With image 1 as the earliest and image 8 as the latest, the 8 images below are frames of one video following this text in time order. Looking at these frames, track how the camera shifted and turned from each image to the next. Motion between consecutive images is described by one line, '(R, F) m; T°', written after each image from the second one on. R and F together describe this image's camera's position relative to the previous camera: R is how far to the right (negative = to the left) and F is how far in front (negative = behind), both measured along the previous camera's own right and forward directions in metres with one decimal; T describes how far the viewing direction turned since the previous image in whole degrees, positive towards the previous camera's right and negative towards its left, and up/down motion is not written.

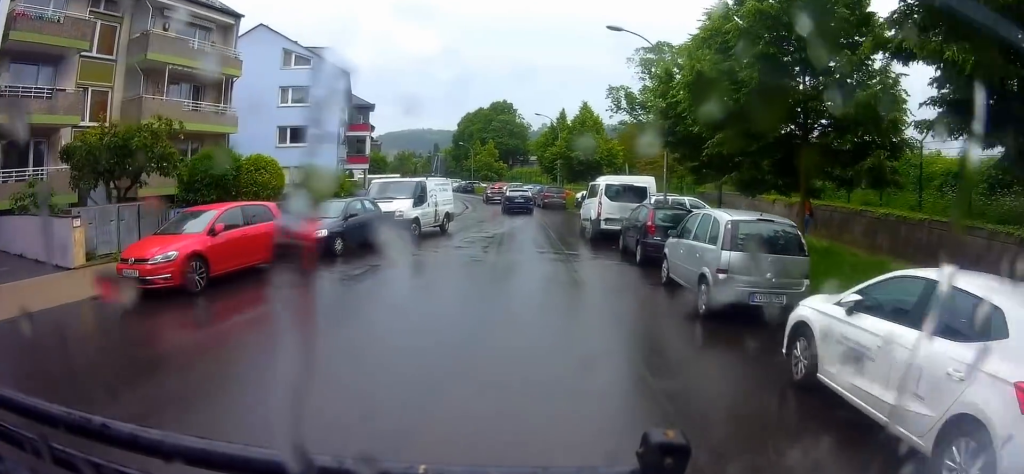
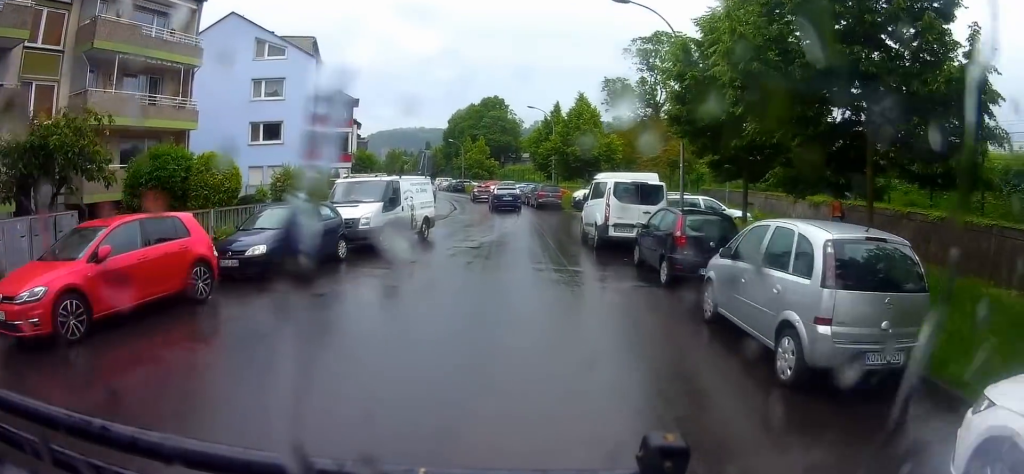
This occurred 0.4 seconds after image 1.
(-0.2, +2.9) m; 0°
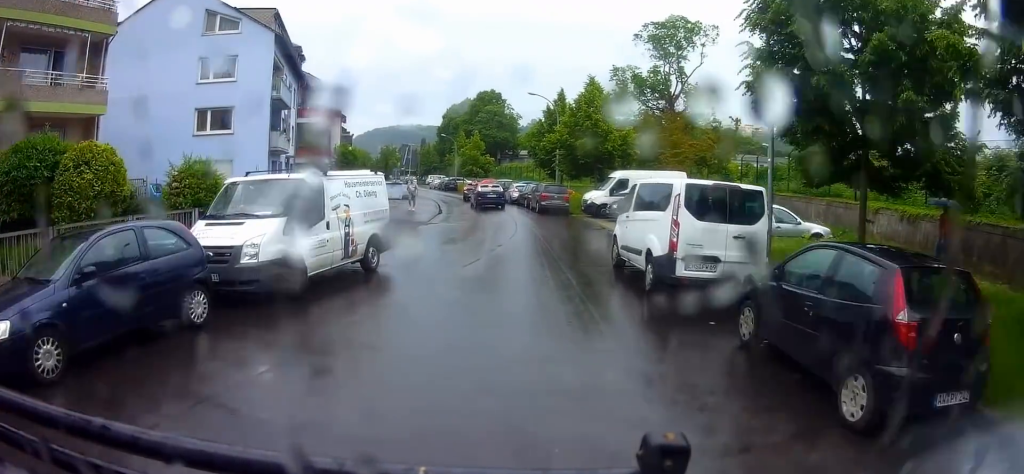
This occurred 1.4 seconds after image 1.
(+0.7, +6.4) m; +6°
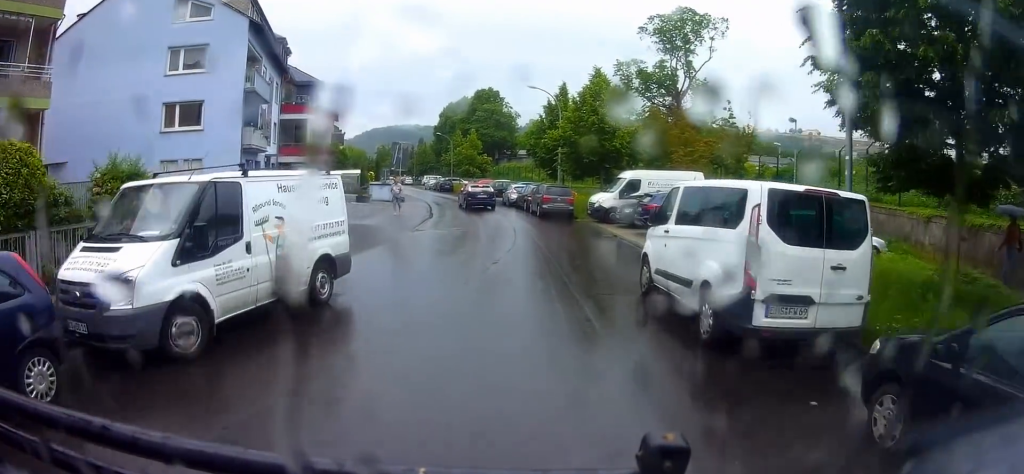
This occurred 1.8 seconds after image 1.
(0.0, +3.0) m; -2°
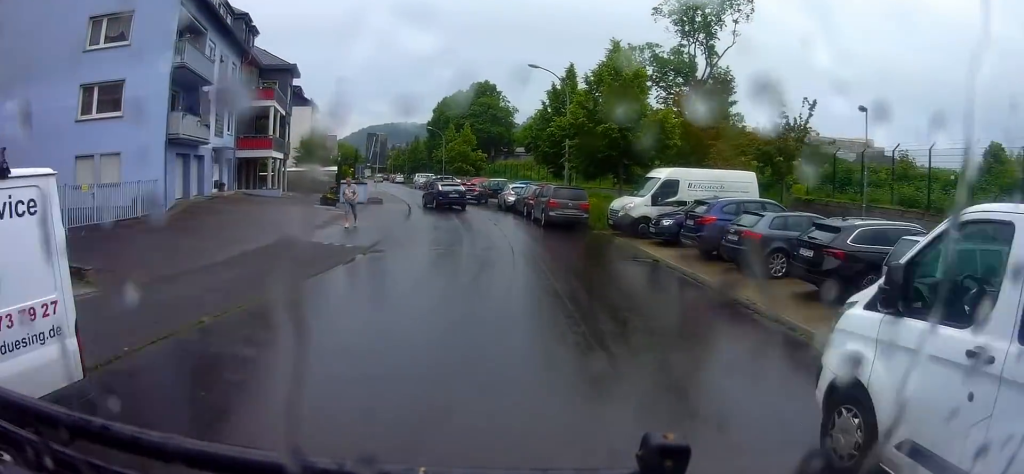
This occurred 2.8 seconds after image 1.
(-0.2, +6.7) m; -5°
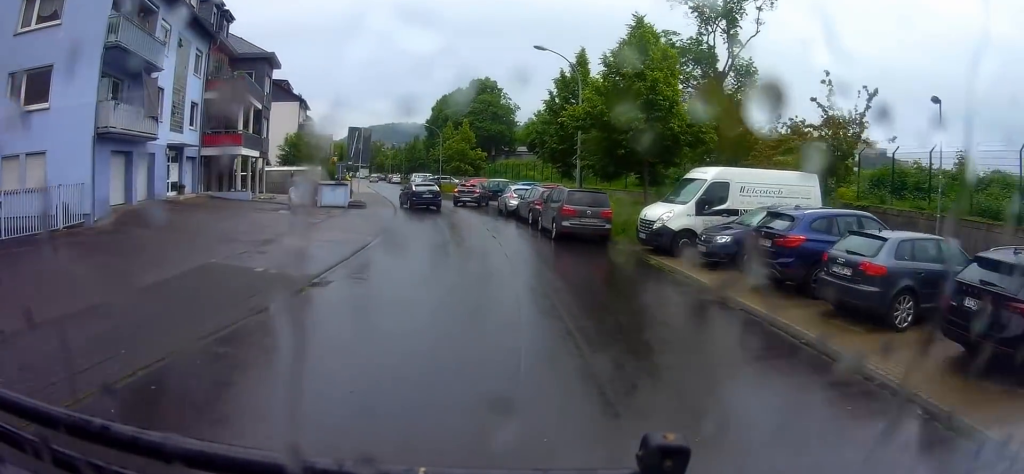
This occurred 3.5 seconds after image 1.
(-0.2, +4.8) m; -3°
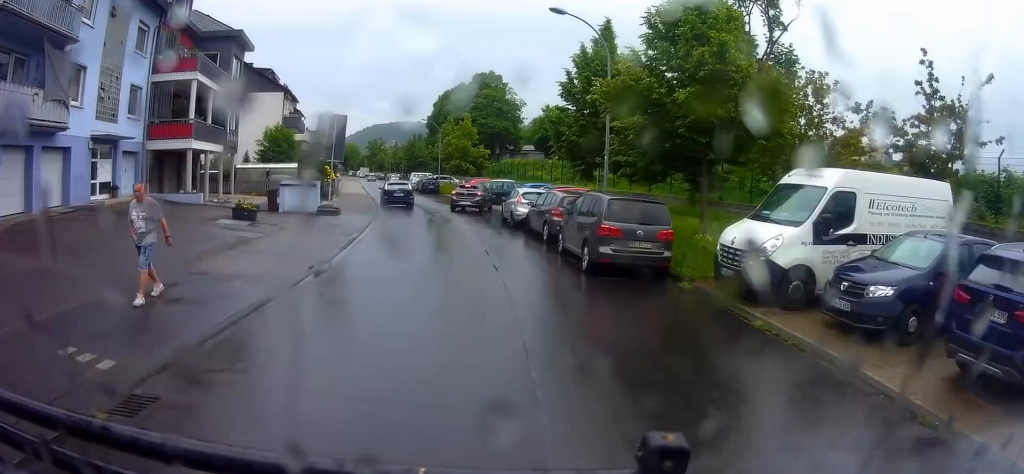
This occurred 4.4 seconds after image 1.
(-0.3, +6.1) m; +4°
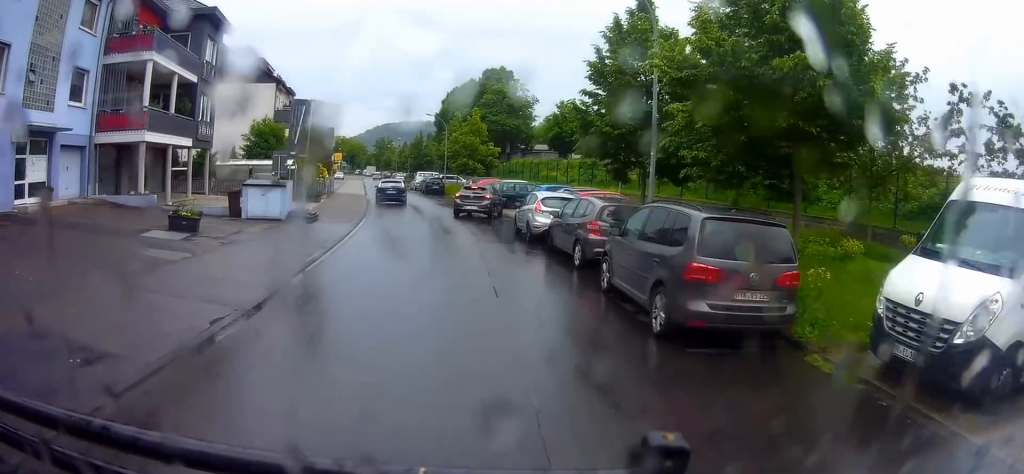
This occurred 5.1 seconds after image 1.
(+0.6, +4.7) m; +5°
